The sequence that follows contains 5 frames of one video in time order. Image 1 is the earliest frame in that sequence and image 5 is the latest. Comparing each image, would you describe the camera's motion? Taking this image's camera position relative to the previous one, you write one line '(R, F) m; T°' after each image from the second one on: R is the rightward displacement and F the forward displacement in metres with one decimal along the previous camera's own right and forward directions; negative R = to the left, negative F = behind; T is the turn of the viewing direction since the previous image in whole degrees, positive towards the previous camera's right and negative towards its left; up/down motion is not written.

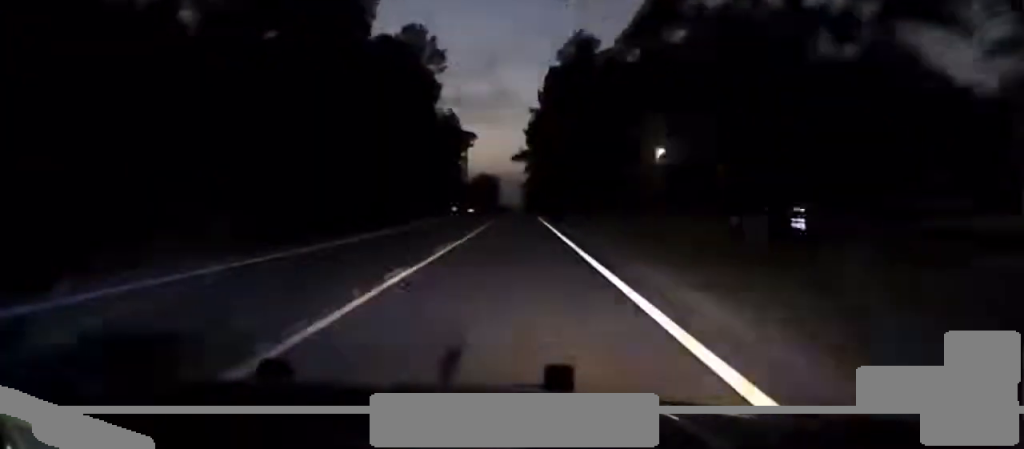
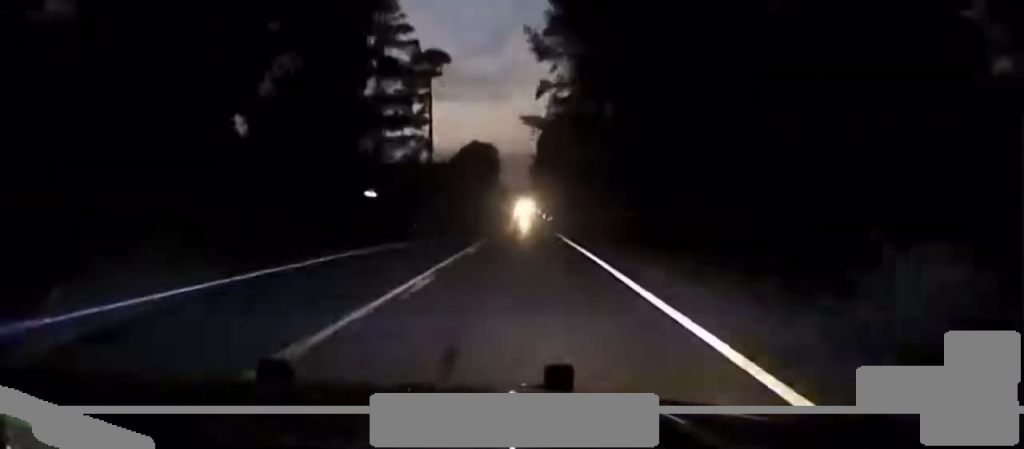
(-0.8, +125.3) m; -1°
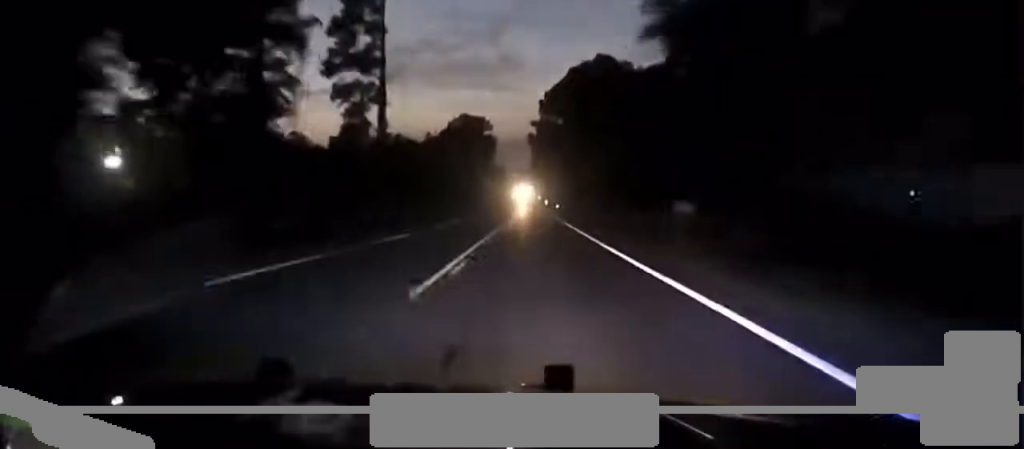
(0.0, +48.7) m; 0°
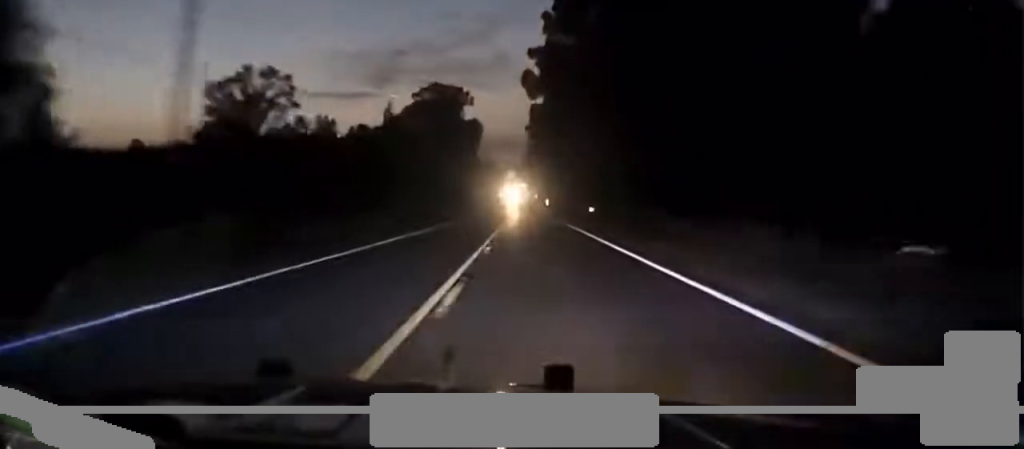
(+0.2, +70.8) m; +1°
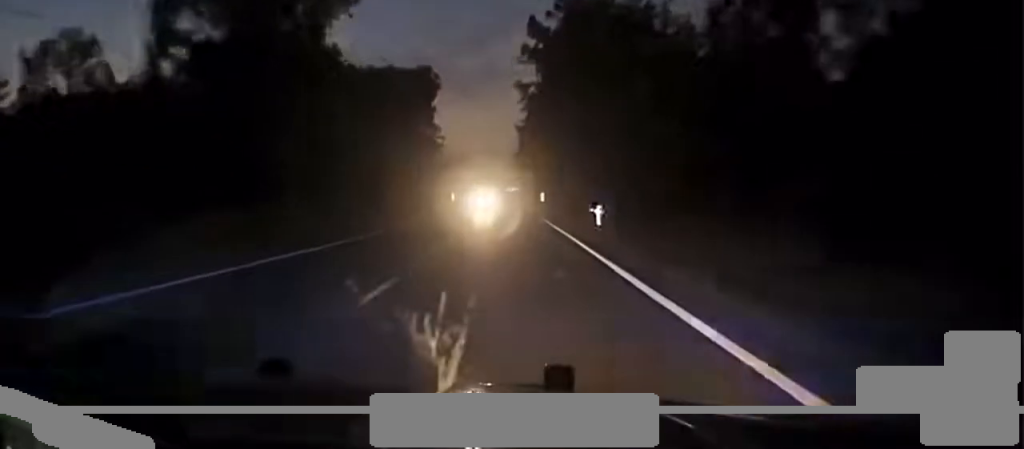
(+0.5, +141.5) m; 0°
